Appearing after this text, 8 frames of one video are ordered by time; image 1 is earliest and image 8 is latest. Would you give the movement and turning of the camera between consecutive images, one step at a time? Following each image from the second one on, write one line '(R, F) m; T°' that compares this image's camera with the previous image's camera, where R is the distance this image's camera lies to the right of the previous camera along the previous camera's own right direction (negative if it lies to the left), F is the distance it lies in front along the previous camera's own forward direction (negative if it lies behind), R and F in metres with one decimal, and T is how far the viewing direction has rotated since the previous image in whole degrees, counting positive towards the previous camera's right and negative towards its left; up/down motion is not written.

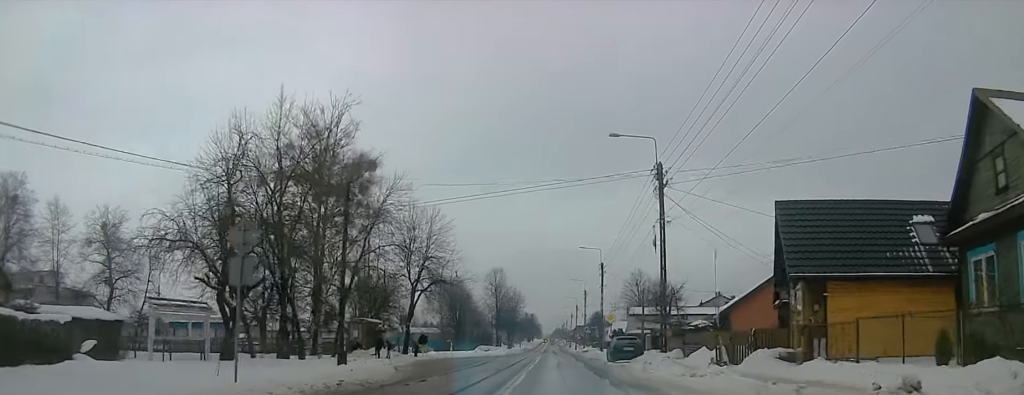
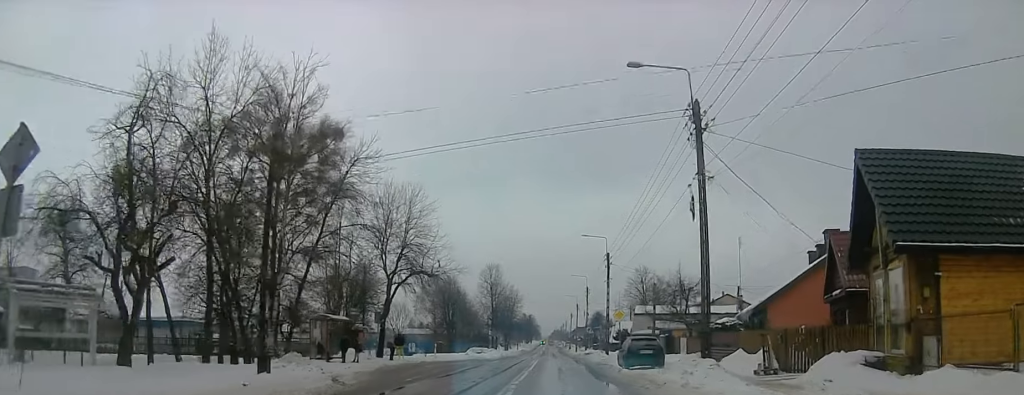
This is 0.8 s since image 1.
(0.0, +6.9) m; 0°
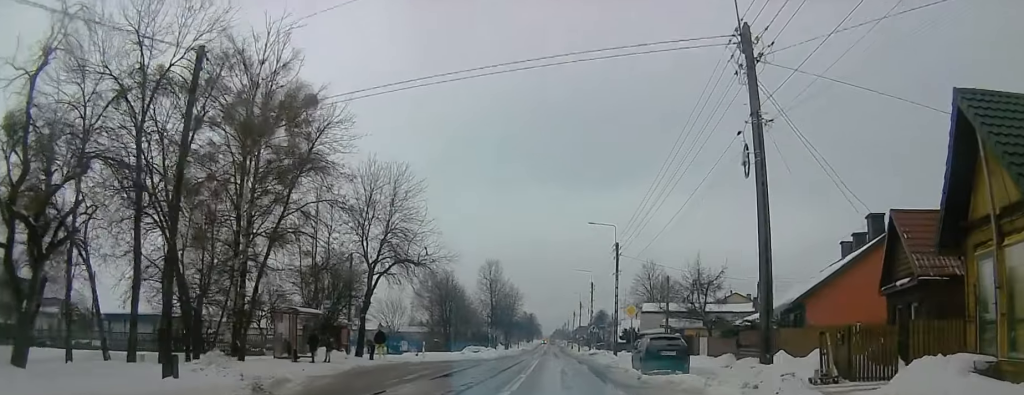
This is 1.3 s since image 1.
(0.0, +4.8) m; 0°
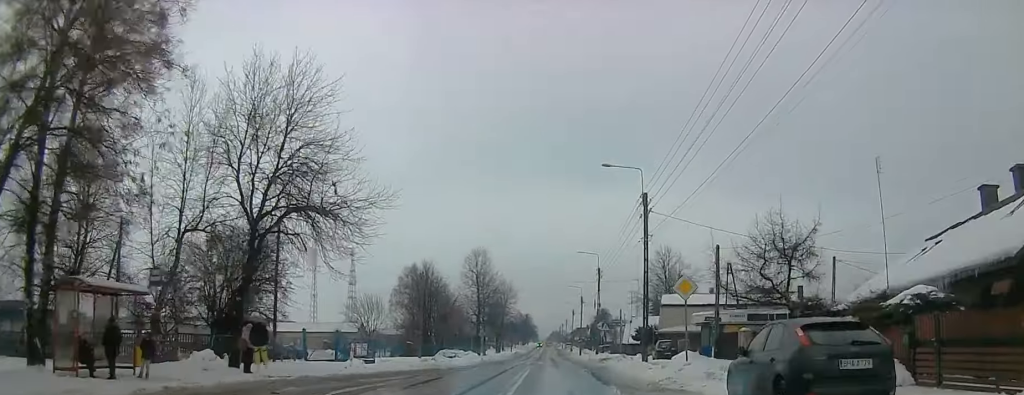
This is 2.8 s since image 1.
(-0.1, +15.0) m; +1°
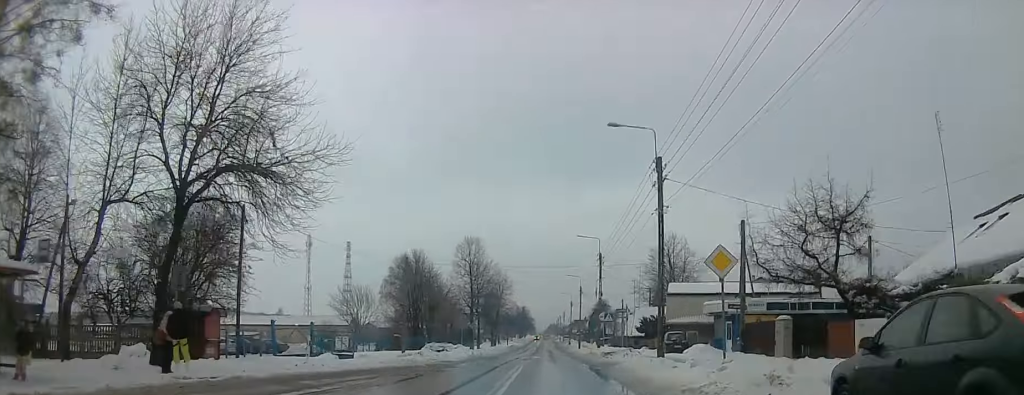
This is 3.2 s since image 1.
(-0.2, +4.7) m; +1°
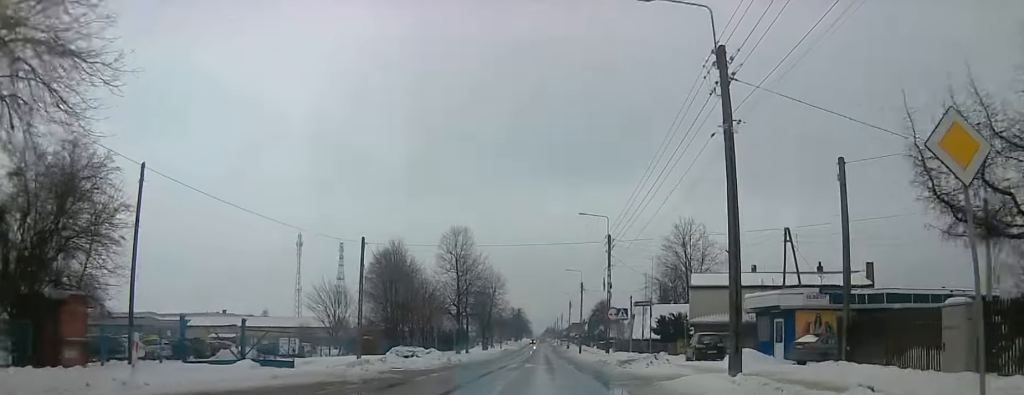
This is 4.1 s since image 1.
(+0.6, +10.2) m; -1°
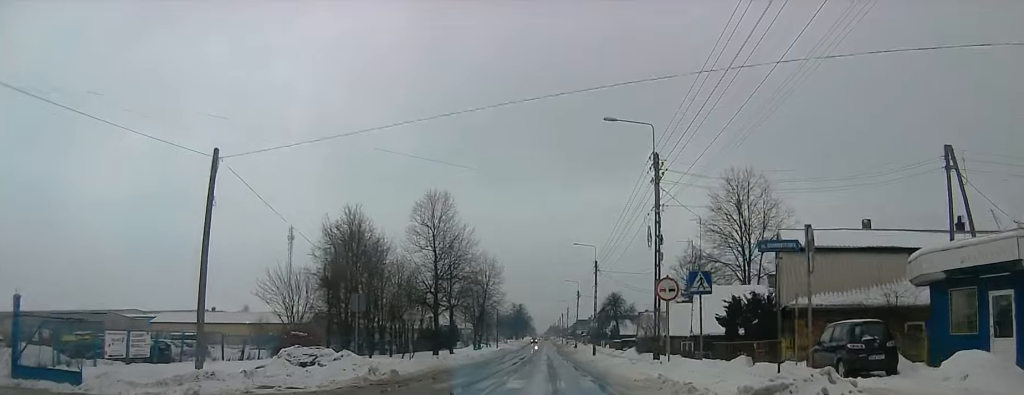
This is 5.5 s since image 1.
(-0.7, +18.1) m; -1°
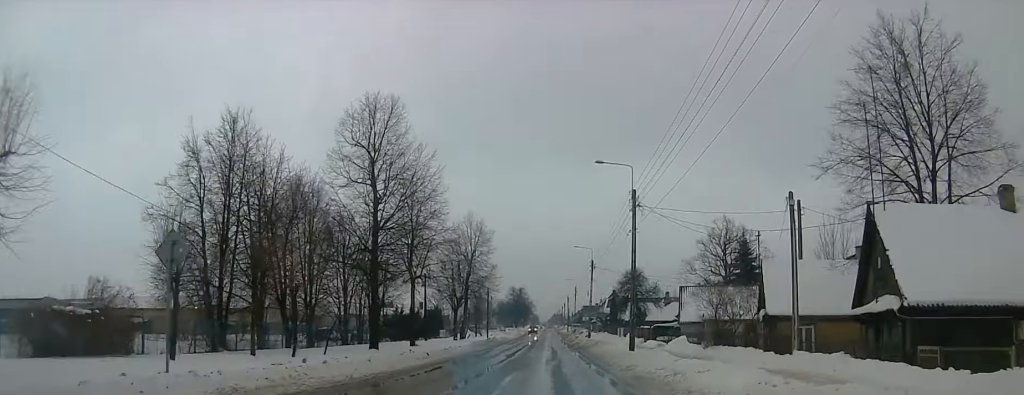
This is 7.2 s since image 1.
(-0.4, +23.0) m; -1°
